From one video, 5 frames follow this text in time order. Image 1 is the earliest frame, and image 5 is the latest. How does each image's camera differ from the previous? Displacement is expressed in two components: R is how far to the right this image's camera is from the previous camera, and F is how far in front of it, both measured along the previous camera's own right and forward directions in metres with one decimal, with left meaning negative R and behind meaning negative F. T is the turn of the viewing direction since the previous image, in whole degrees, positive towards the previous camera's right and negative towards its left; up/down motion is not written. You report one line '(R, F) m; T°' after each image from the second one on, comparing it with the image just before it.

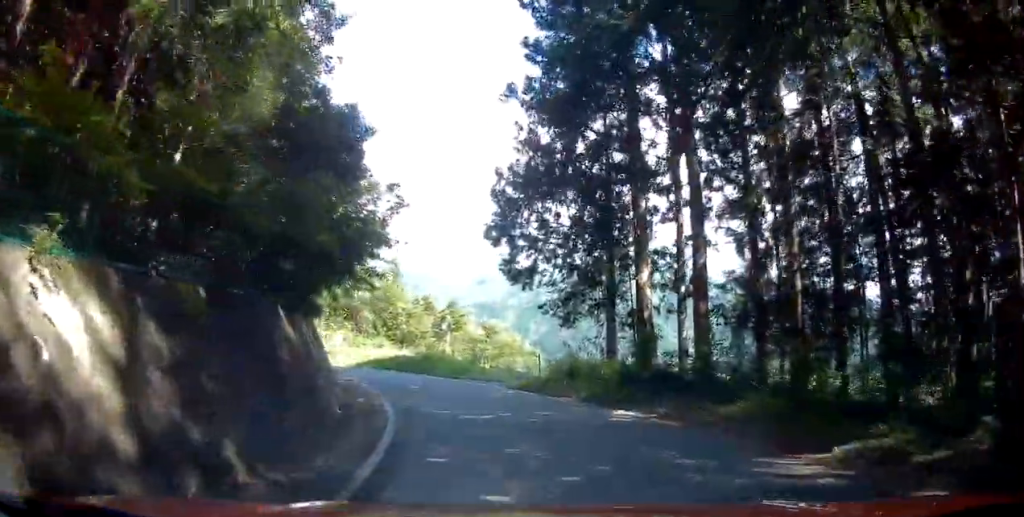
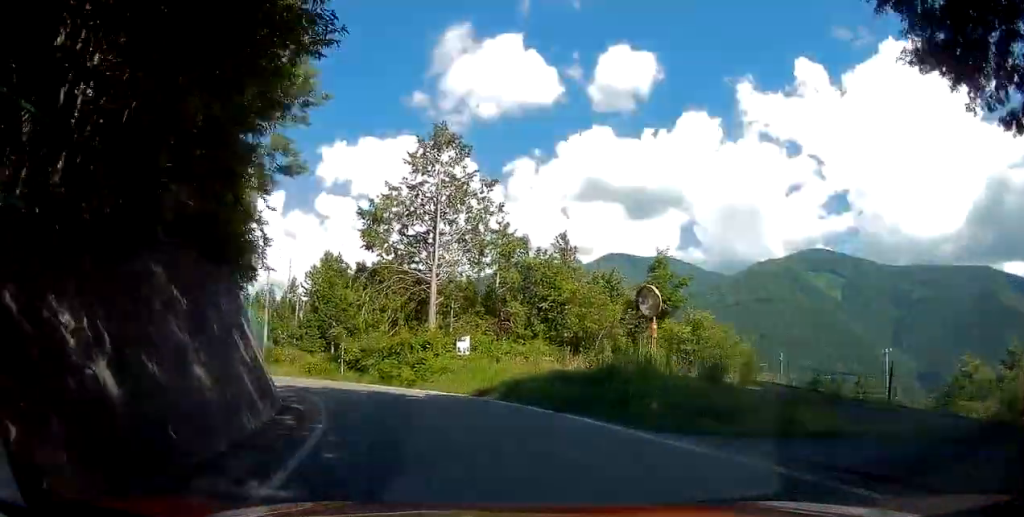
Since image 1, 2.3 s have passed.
(-3.1, +18.5) m; -19°
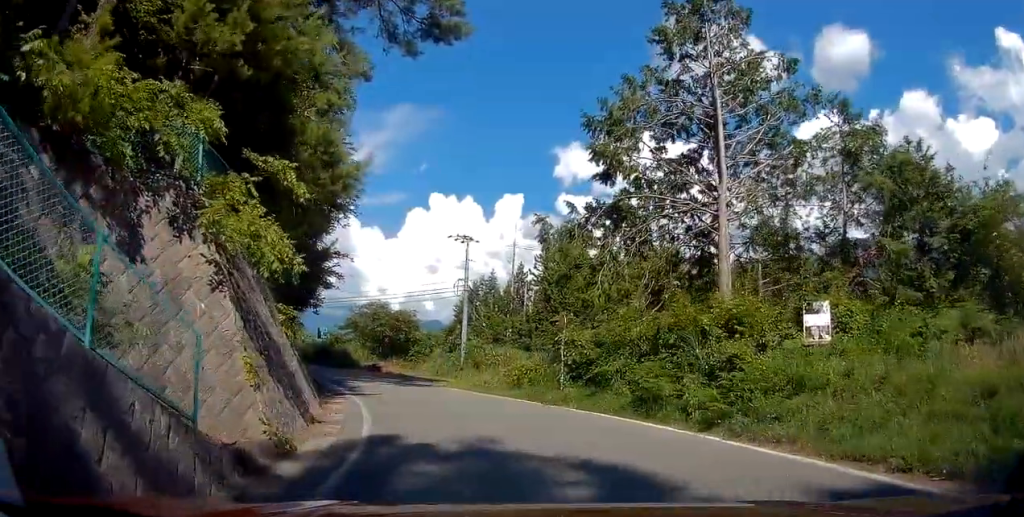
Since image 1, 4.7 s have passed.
(-3.4, +15.2) m; -28°
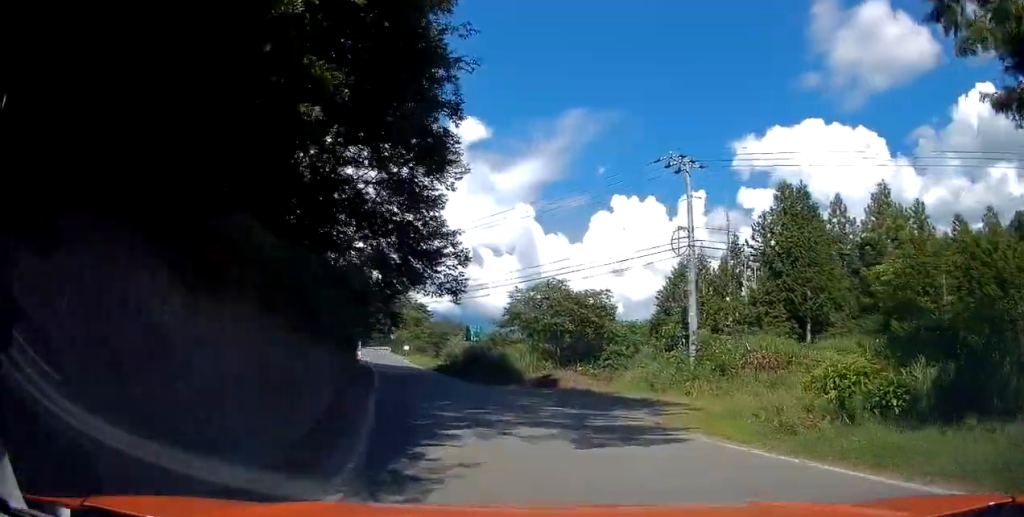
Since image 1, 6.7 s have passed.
(-2.4, +14.3) m; -18°
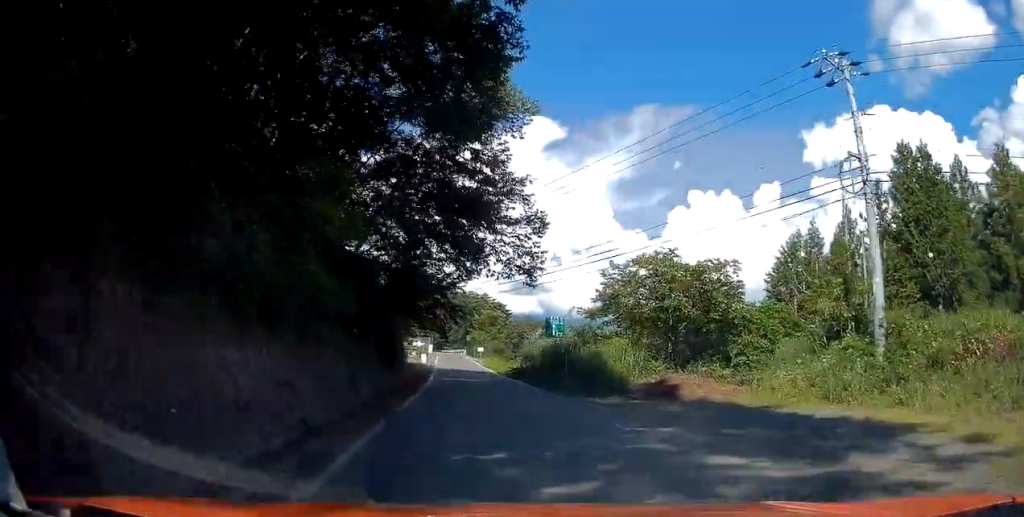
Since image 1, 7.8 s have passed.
(-0.8, +8.1) m; -11°
